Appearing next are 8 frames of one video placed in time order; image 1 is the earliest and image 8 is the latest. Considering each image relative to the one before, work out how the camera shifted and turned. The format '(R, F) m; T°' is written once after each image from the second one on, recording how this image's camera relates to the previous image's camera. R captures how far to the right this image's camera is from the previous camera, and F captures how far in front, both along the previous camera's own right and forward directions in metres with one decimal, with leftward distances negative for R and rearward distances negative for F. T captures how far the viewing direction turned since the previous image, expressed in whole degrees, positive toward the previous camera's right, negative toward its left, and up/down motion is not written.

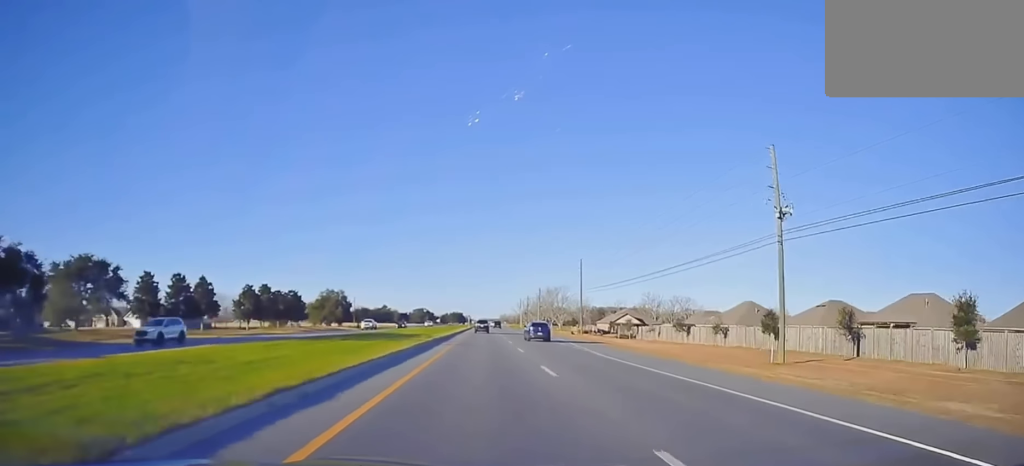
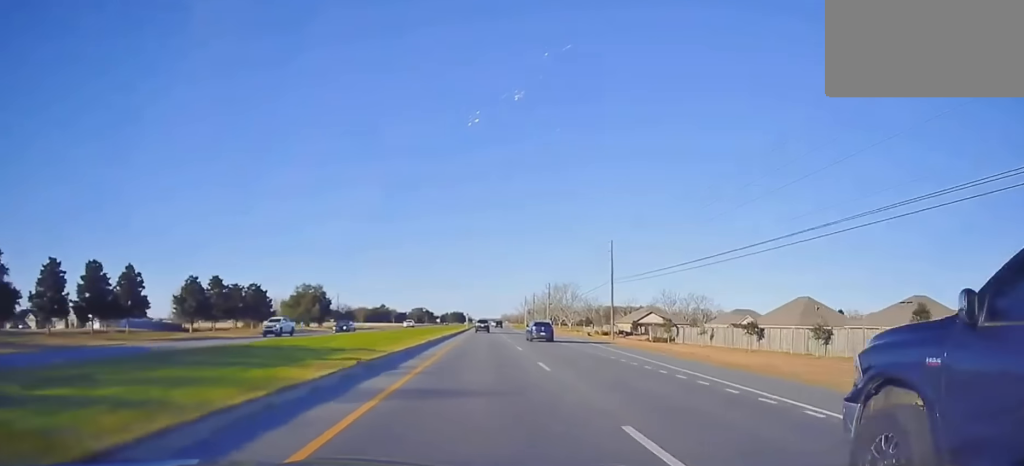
(-0.1, +22.9) m; -1°
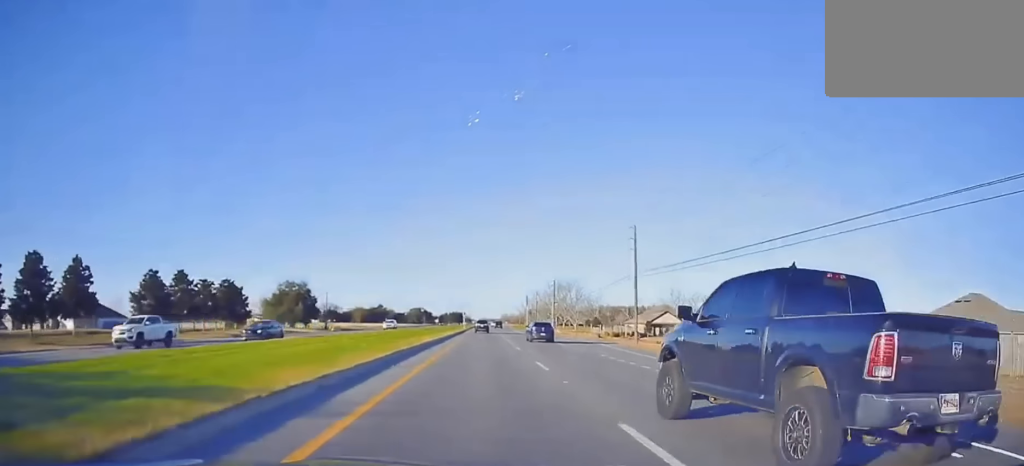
(-0.2, +11.5) m; -1°
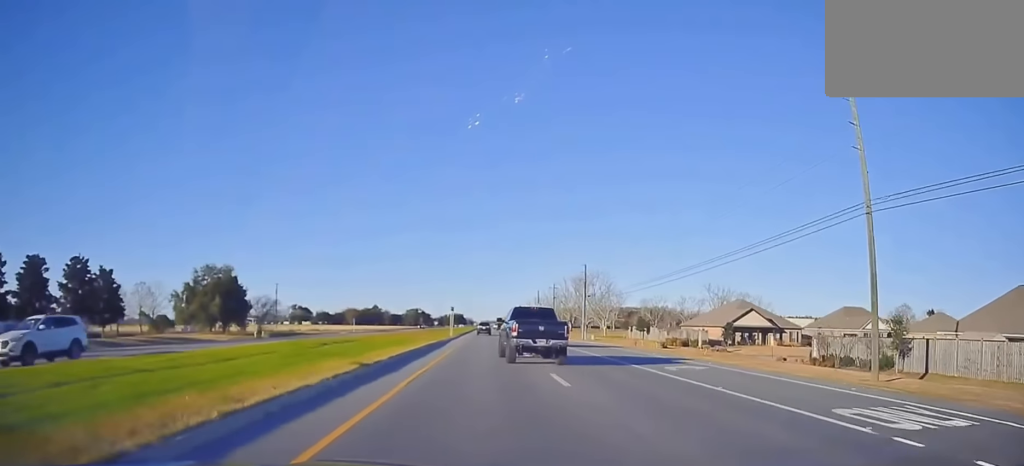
(+0.4, +41.2) m; +1°
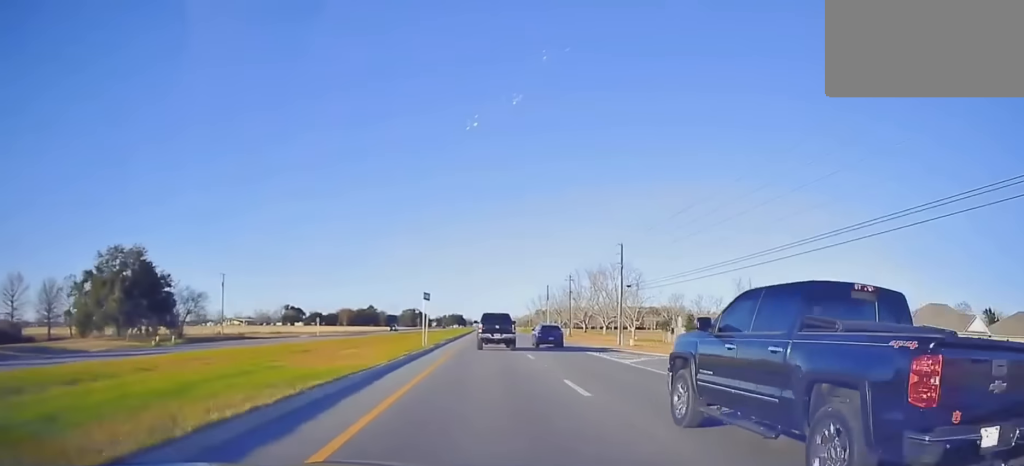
(+0.4, +25.9) m; 0°
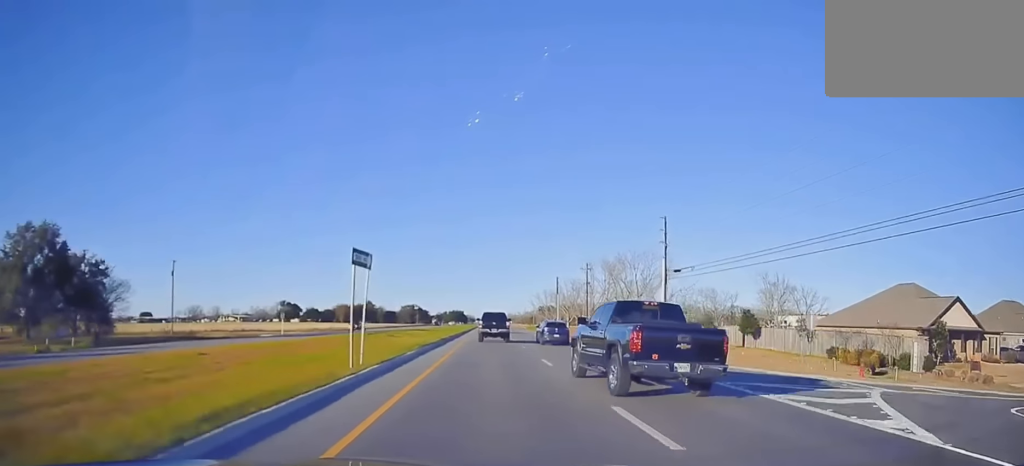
(-0.4, +17.3) m; -1°
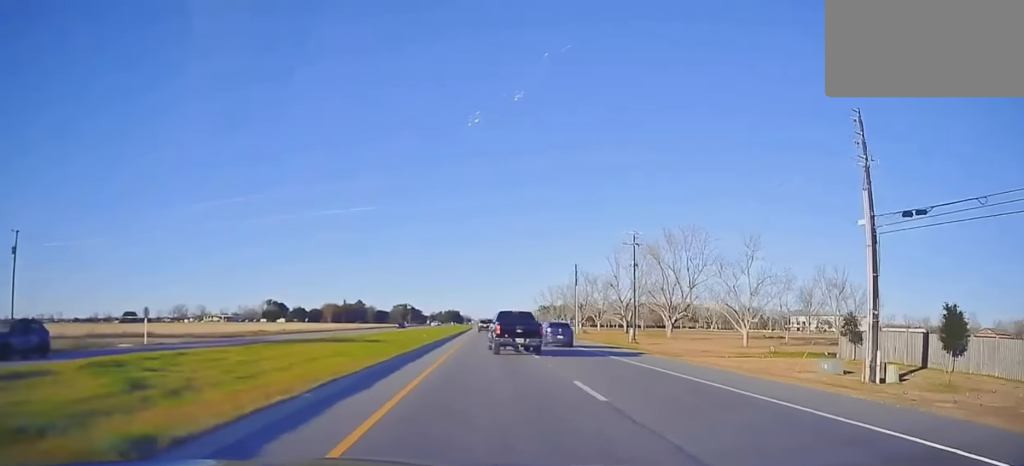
(-0.2, +32.8) m; 0°
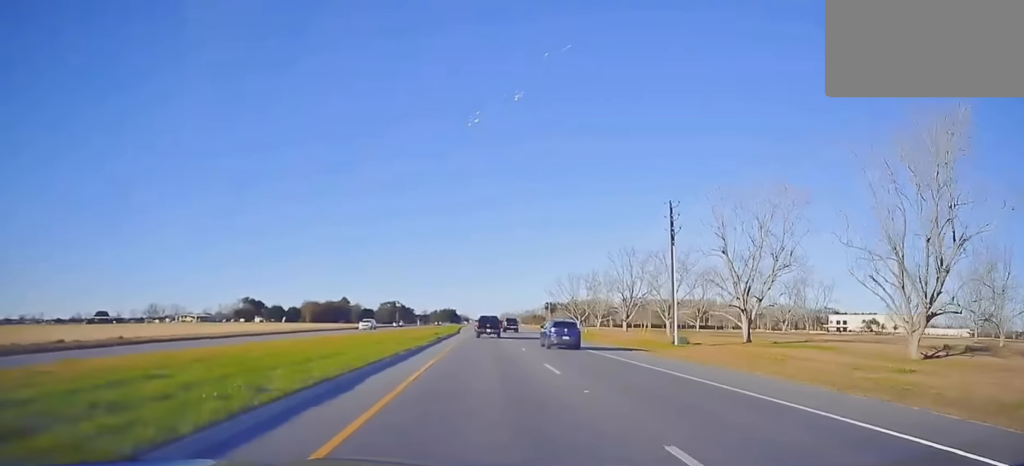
(0.0, +55.9) m; +1°
